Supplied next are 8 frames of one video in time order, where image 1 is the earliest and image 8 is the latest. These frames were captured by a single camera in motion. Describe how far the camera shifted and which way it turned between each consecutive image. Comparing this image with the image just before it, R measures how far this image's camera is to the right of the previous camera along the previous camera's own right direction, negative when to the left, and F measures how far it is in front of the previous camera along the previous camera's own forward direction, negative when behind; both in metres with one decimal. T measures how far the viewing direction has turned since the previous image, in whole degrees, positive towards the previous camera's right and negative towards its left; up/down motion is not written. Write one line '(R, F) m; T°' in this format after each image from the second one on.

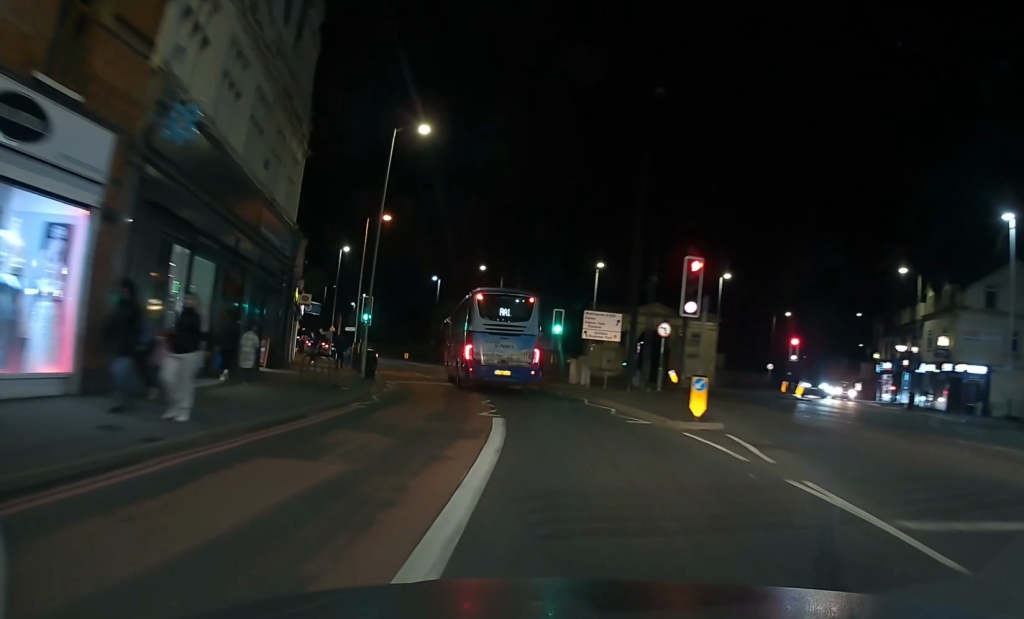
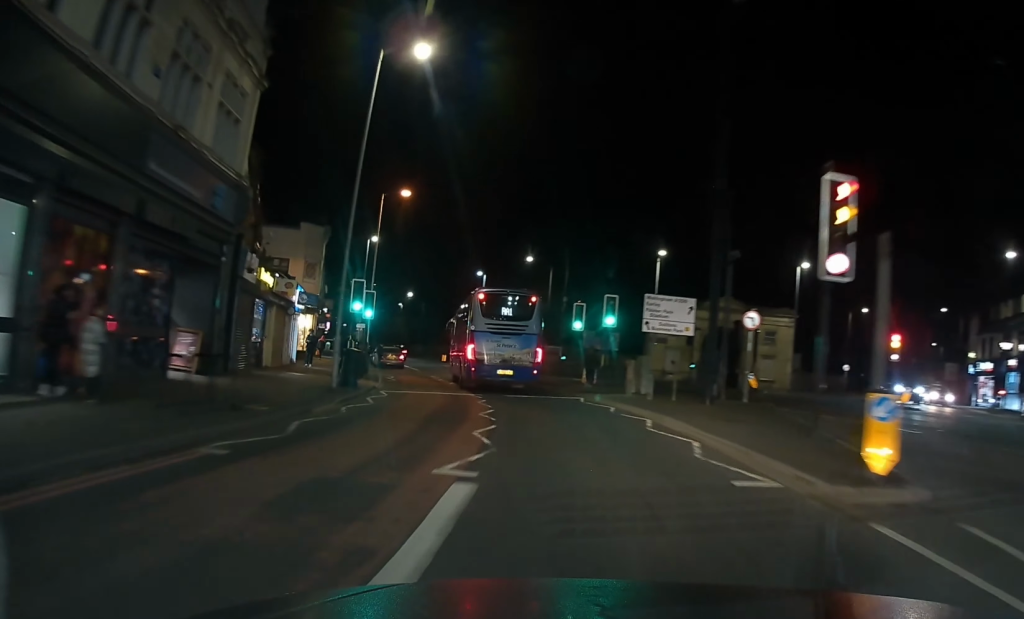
(-0.5, +8.2) m; -6°
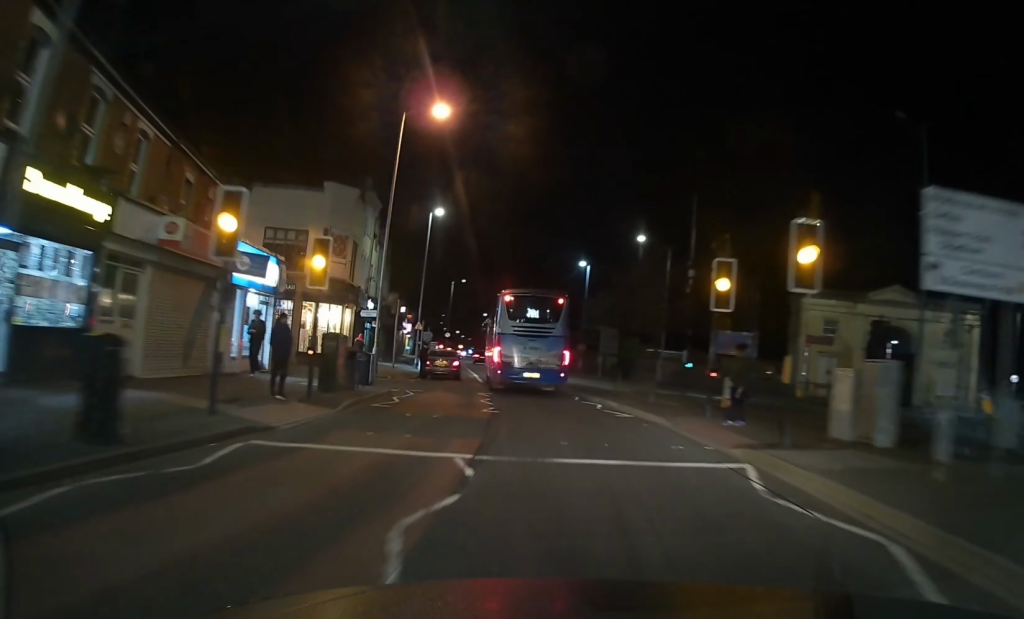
(-1.0, +15.1) m; -9°
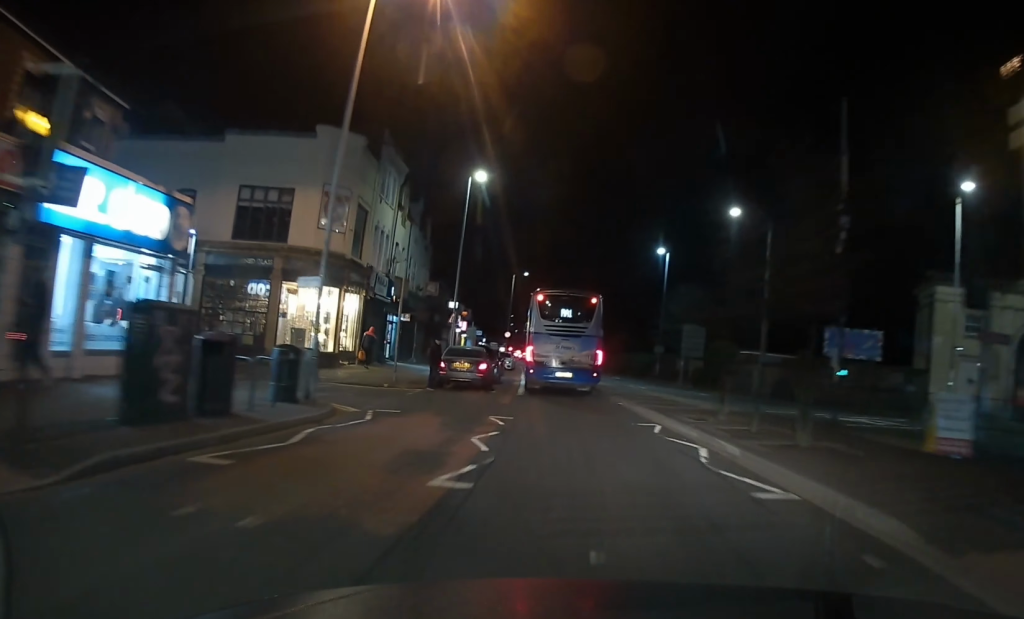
(-0.7, +10.9) m; -6°
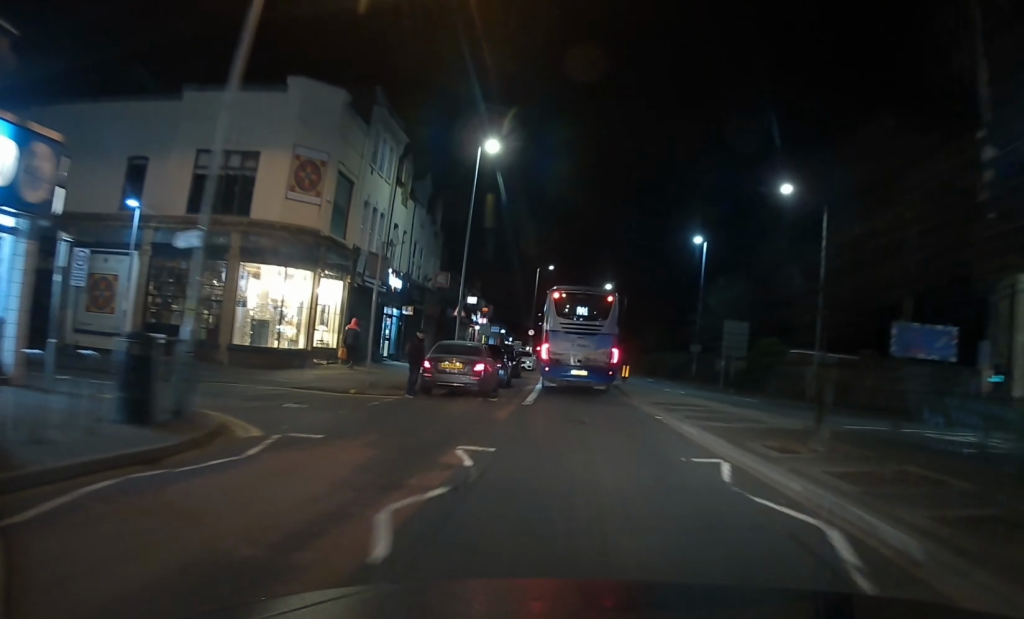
(-0.2, +5.5) m; -3°
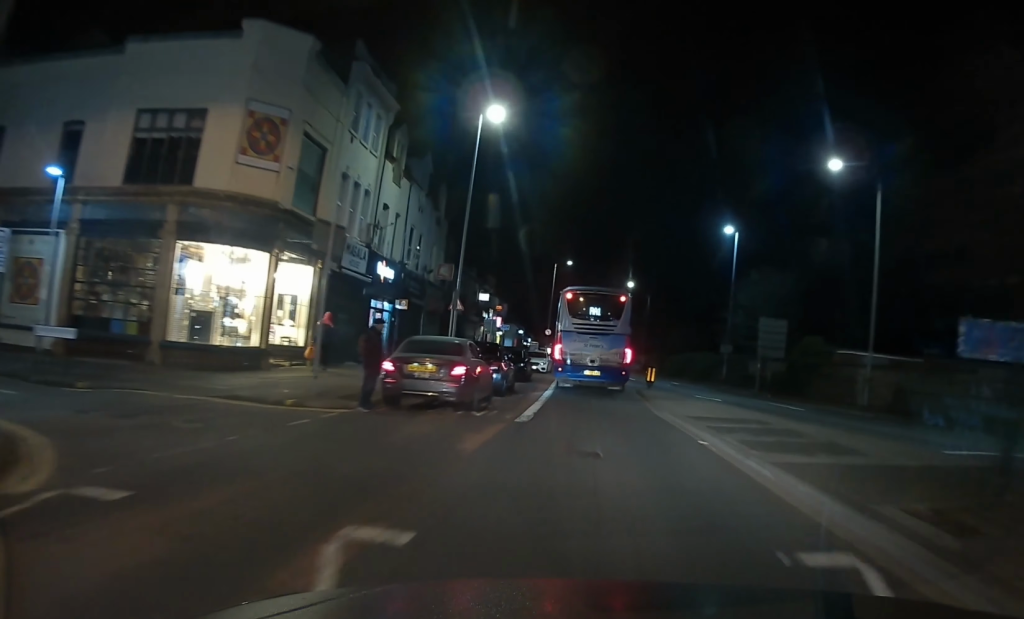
(0.0, +4.9) m; -3°
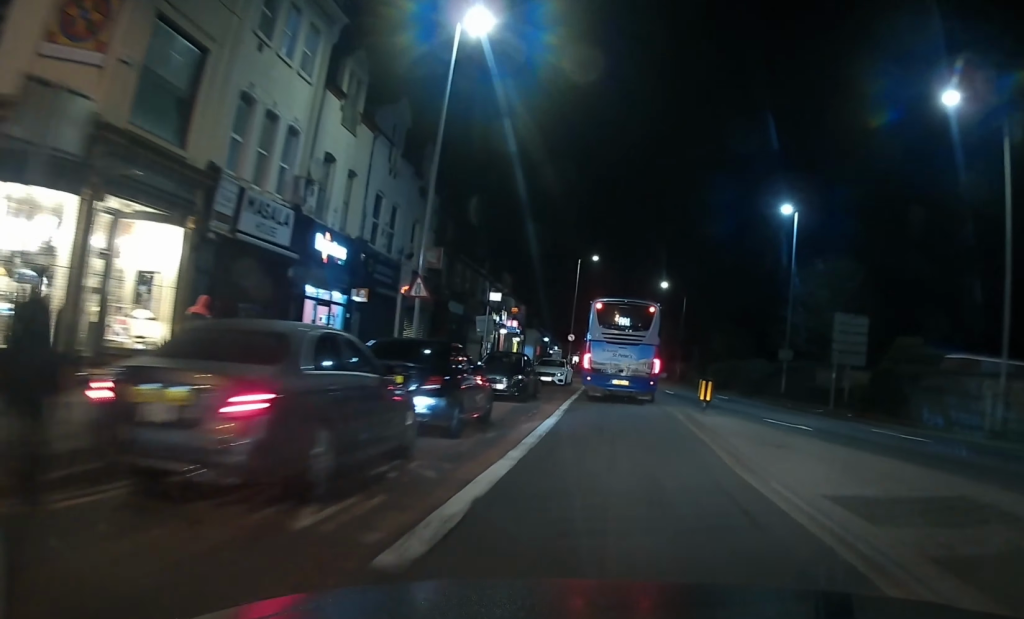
(-0.4, +9.7) m; -3°
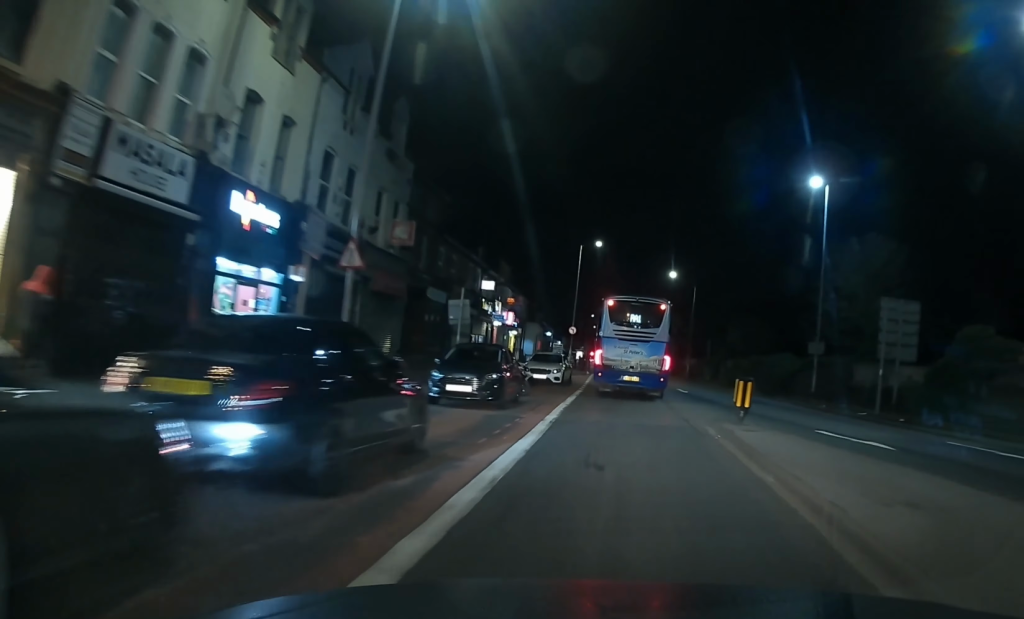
(-0.4, +5.6) m; 0°
